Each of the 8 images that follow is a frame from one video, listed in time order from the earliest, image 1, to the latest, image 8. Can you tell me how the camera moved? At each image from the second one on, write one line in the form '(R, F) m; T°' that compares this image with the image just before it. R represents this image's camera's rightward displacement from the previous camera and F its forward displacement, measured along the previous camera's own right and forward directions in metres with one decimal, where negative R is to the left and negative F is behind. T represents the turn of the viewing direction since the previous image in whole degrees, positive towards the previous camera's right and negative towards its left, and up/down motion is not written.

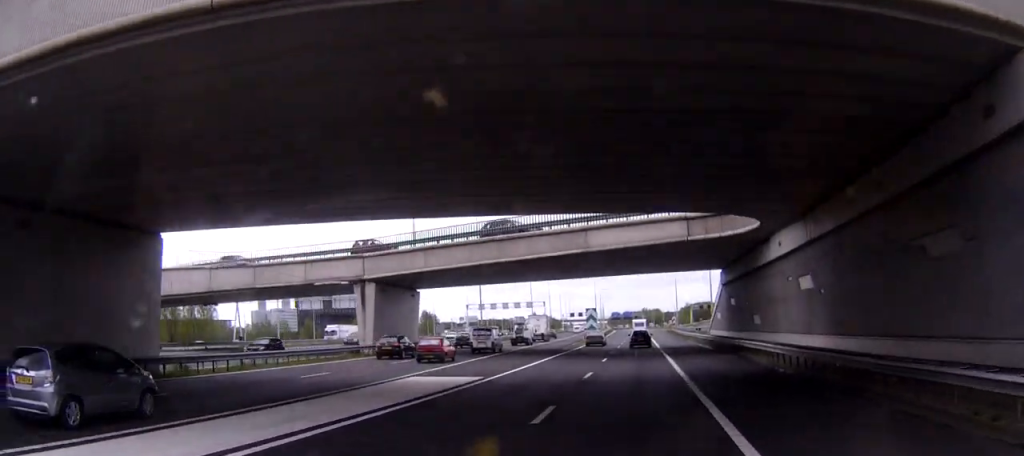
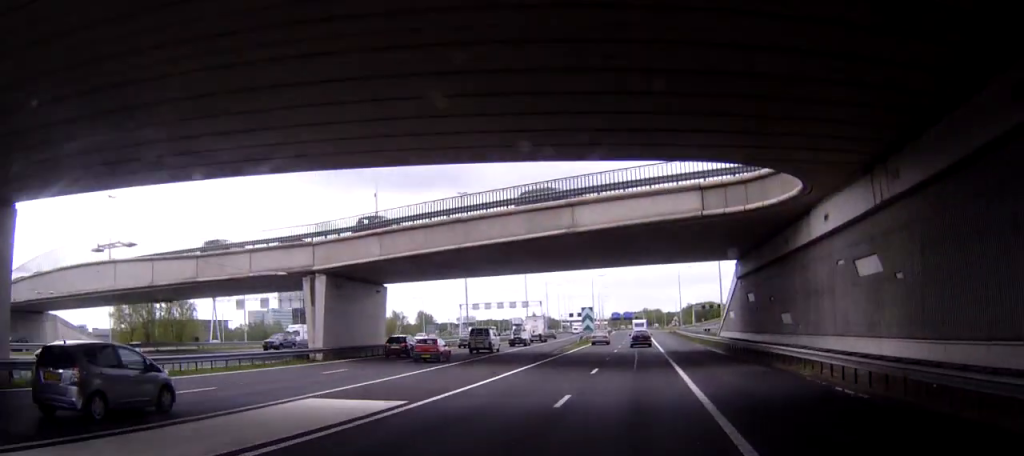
(+0.1, +8.8) m; 0°
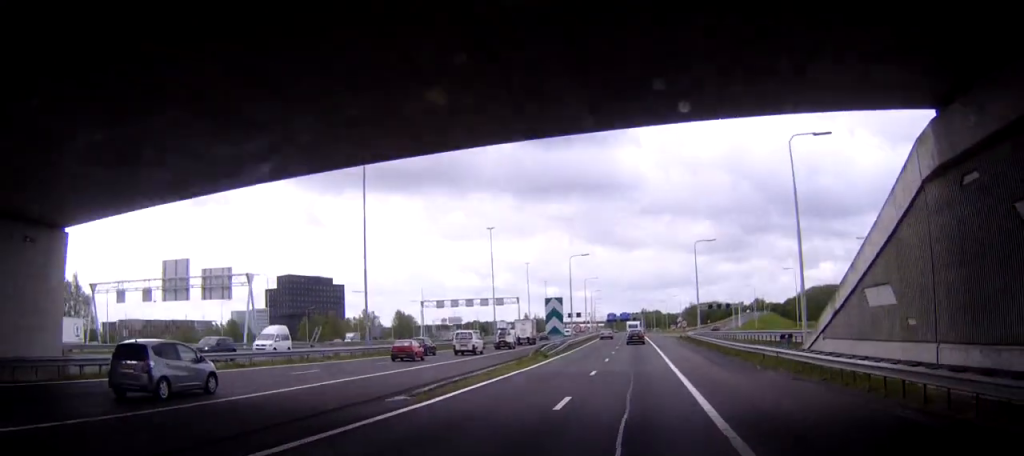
(-0.3, +35.4) m; -2°
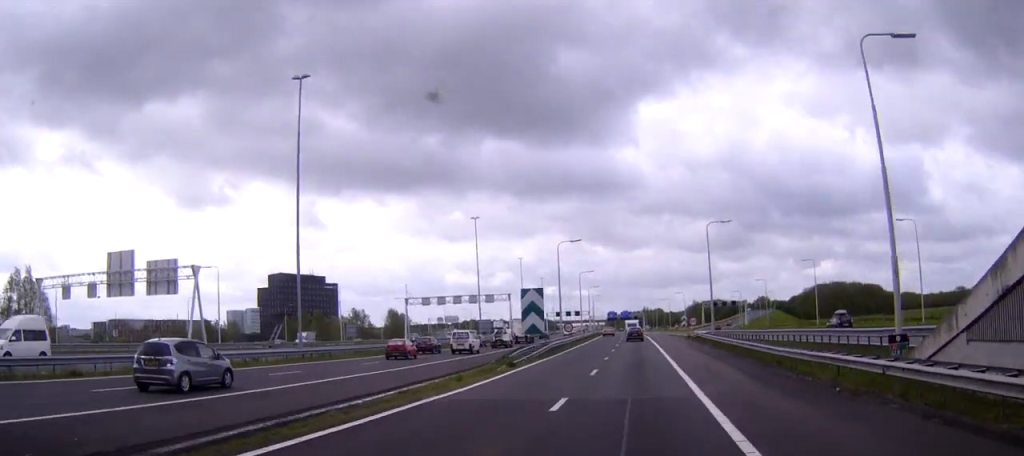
(-0.2, +13.1) m; -1°
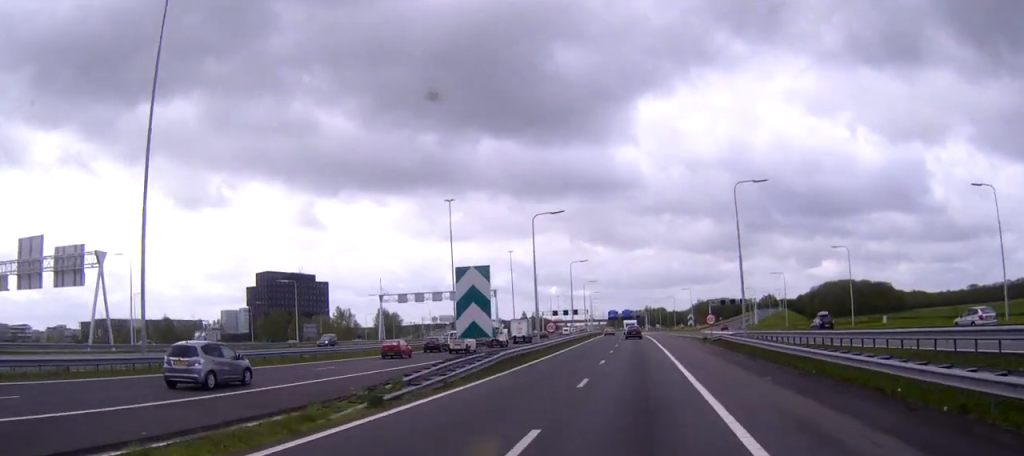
(0.0, +18.1) m; 0°
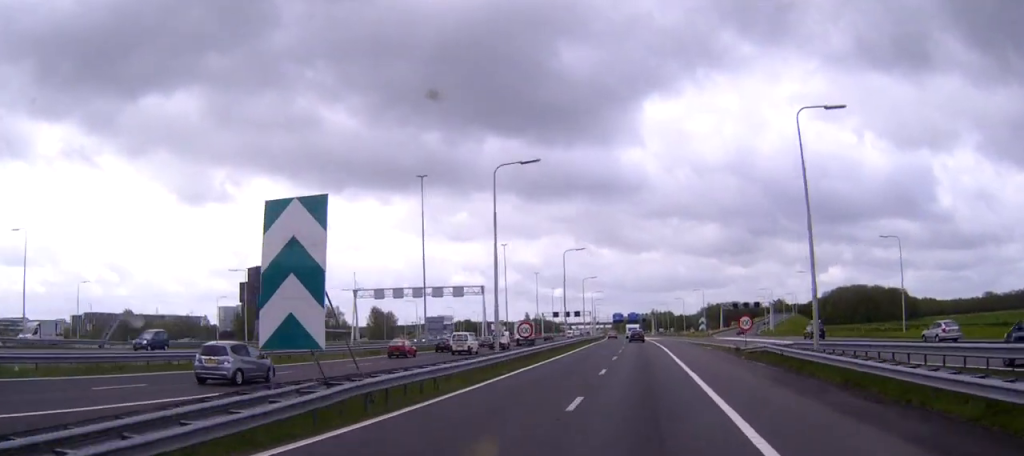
(0.0, +17.3) m; 0°
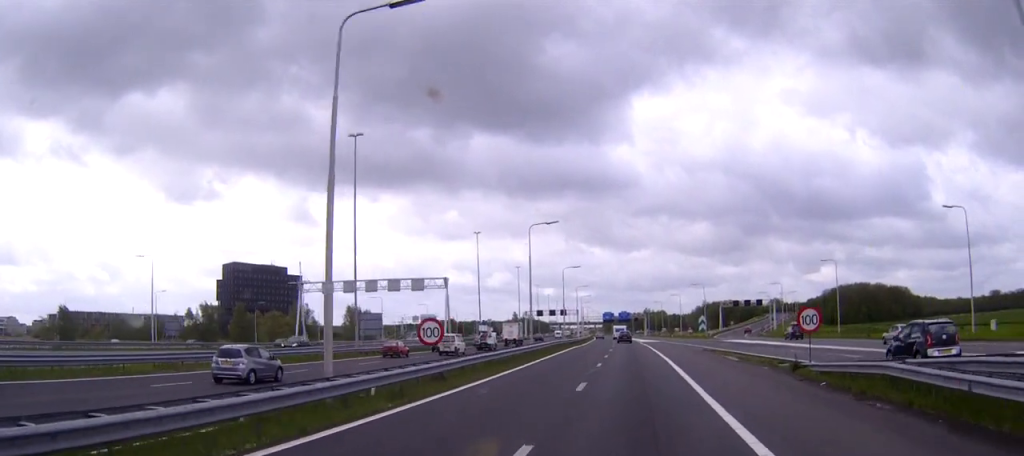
(+0.1, +19.2) m; 0°
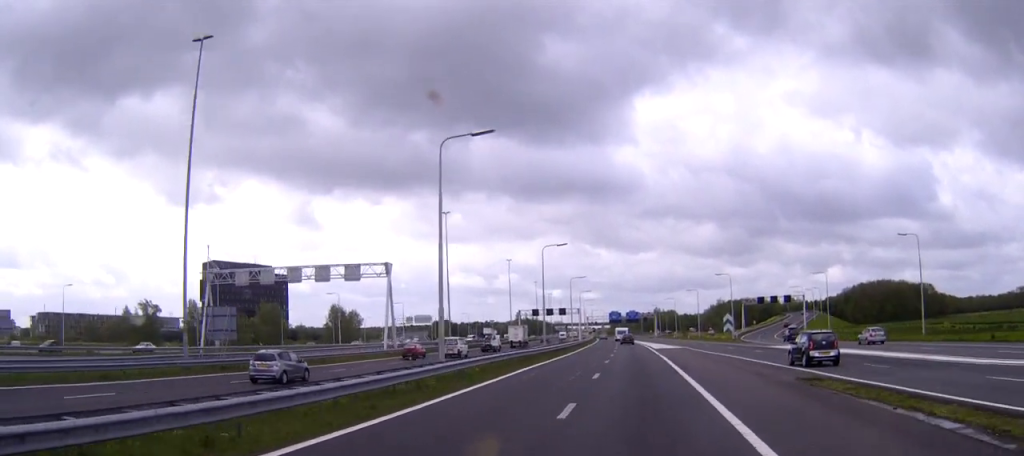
(-0.1, +28.4) m; 0°
